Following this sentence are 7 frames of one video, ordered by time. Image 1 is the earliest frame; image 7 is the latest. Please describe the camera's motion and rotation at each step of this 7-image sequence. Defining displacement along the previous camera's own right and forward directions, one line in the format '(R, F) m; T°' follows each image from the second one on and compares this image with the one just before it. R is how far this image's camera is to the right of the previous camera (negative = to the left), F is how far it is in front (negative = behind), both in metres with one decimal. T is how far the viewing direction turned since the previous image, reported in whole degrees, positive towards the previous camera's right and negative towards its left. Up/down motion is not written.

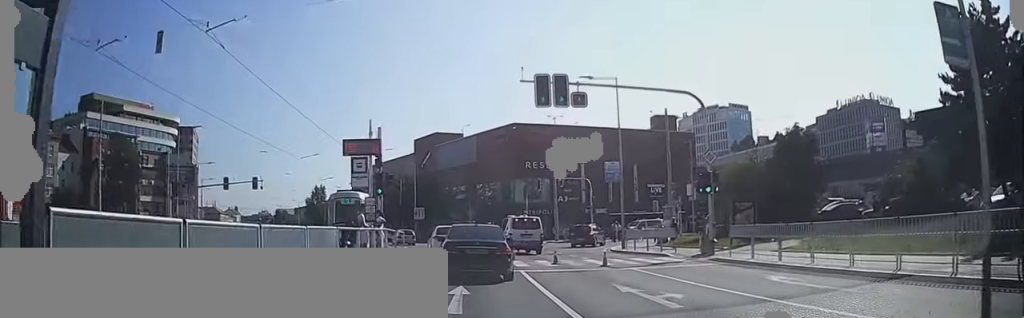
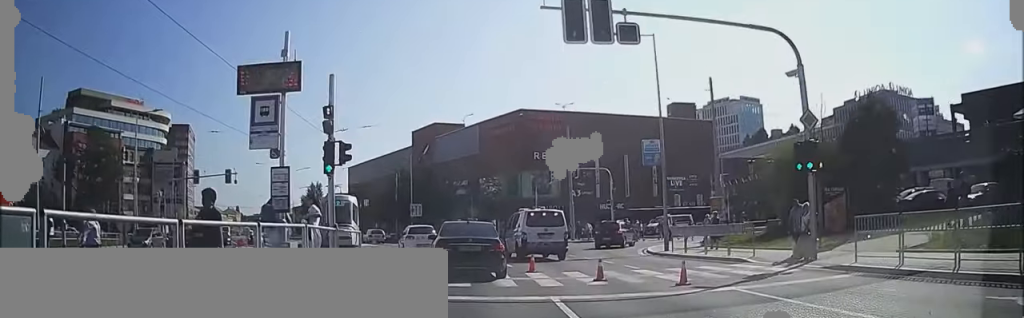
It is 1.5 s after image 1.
(-0.9, +7.9) m; -3°
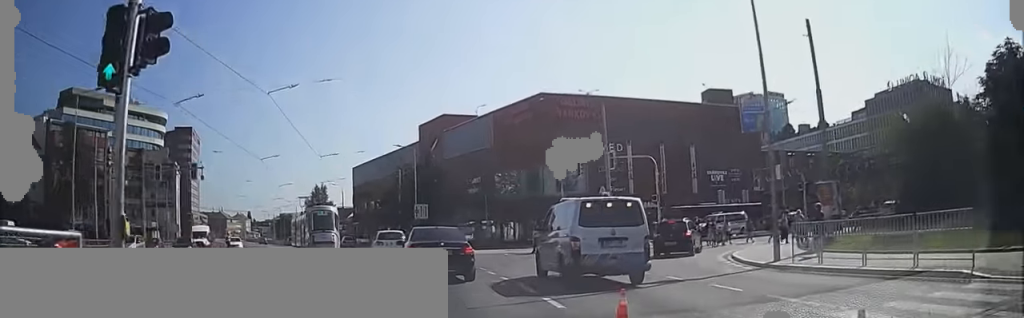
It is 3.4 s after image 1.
(+0.1, +10.5) m; -2°
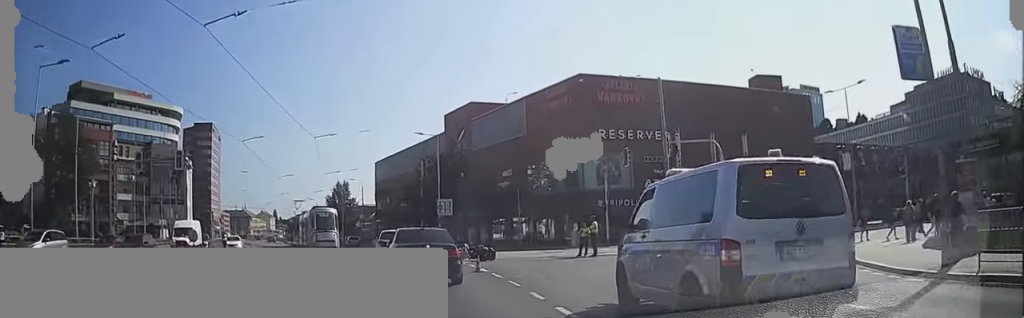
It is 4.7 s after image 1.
(+0.6, +7.1) m; +7°
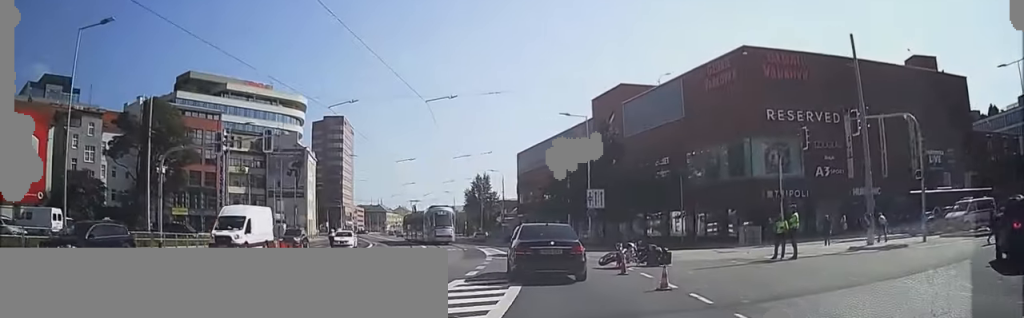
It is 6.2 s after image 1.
(-0.7, +8.4) m; -11°
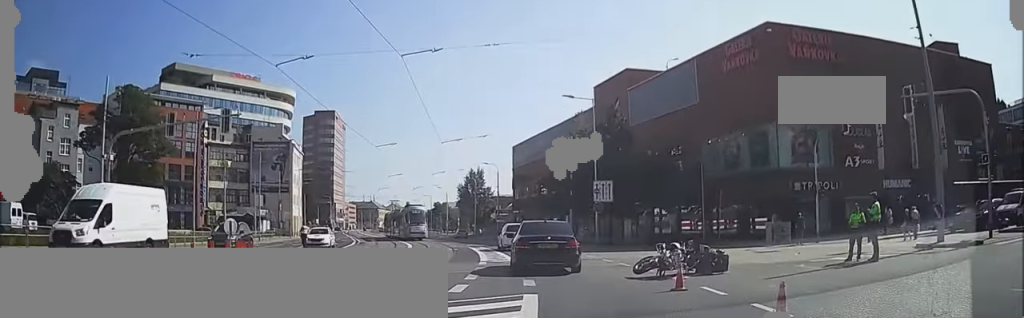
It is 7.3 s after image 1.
(-0.3, +6.3) m; -7°
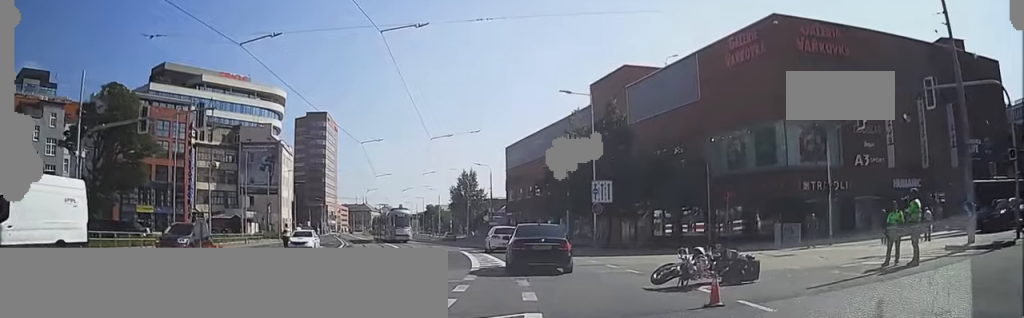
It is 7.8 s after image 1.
(0.0, +2.5) m; -1°
